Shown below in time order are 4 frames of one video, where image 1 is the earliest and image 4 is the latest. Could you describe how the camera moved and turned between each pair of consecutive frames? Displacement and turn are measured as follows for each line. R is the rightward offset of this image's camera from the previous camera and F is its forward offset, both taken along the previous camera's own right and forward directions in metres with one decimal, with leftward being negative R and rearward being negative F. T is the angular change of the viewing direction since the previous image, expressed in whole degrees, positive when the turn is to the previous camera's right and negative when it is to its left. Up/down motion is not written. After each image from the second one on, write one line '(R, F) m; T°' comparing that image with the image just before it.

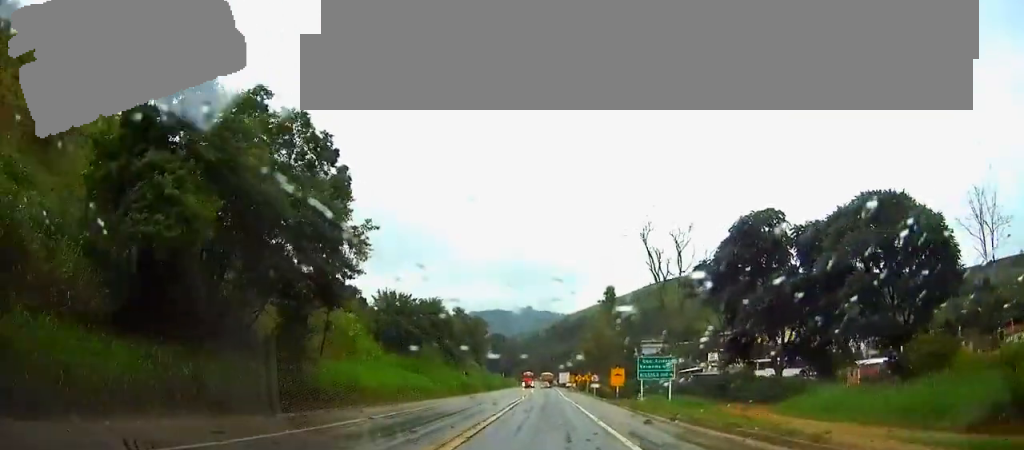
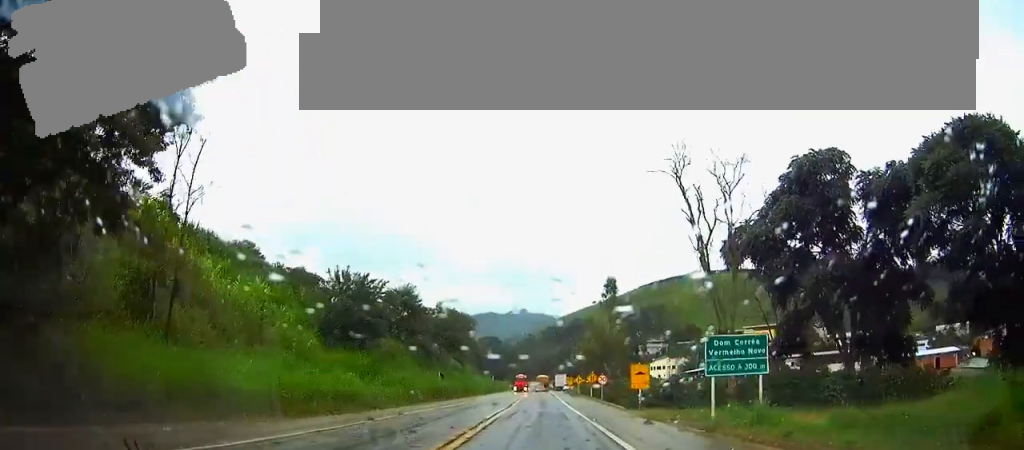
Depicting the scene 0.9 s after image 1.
(-0.1, +15.7) m; 0°
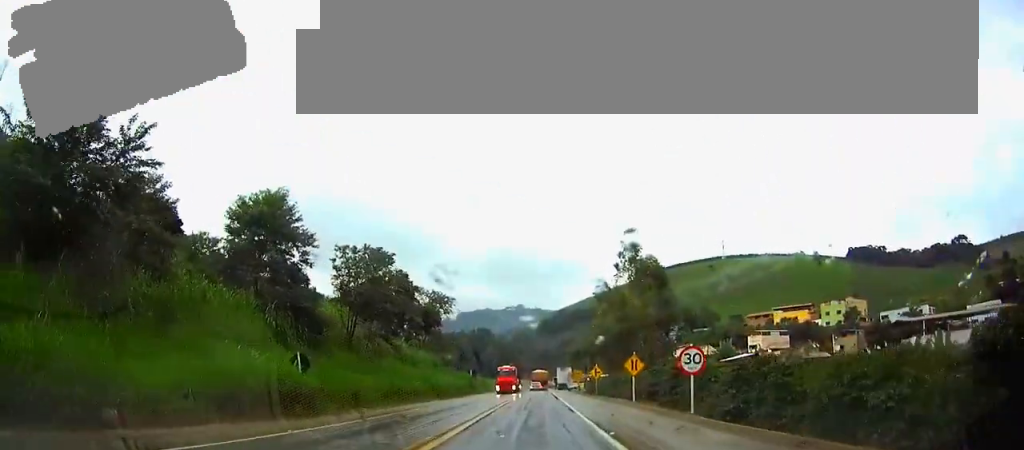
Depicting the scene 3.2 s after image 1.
(0.0, +38.8) m; 0°
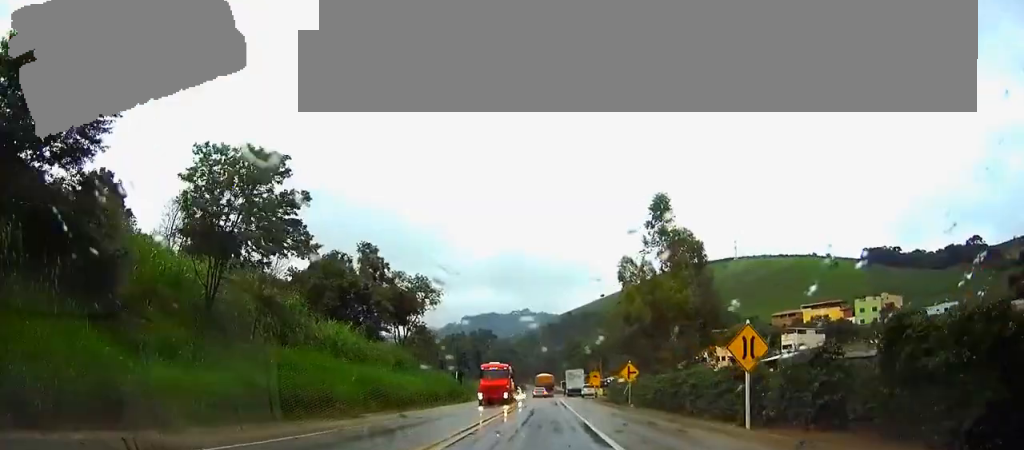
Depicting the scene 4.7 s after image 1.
(0.0, +22.3) m; 0°
